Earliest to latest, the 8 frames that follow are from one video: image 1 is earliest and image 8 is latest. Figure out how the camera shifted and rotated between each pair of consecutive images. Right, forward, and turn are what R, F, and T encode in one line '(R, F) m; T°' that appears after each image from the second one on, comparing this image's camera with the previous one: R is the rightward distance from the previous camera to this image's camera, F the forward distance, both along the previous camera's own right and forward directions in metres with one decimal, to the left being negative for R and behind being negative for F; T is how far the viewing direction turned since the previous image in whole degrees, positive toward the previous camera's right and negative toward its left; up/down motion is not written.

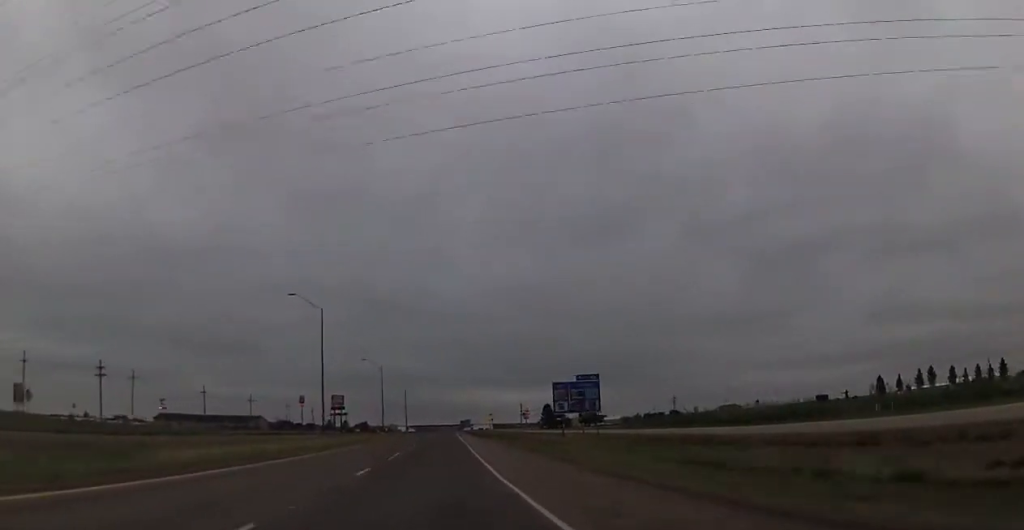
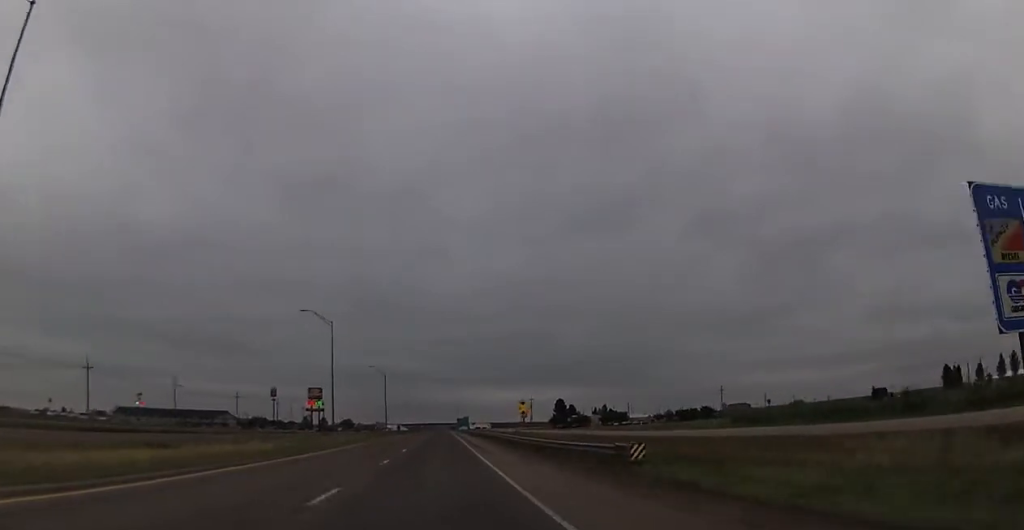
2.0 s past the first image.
(+1.1, +54.1) m; +2°
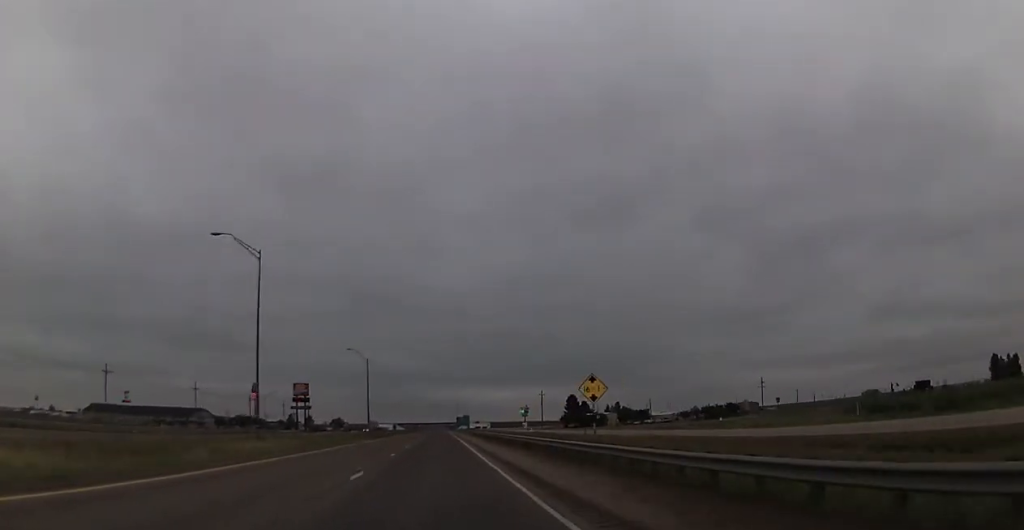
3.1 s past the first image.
(-0.1, +31.6) m; 0°
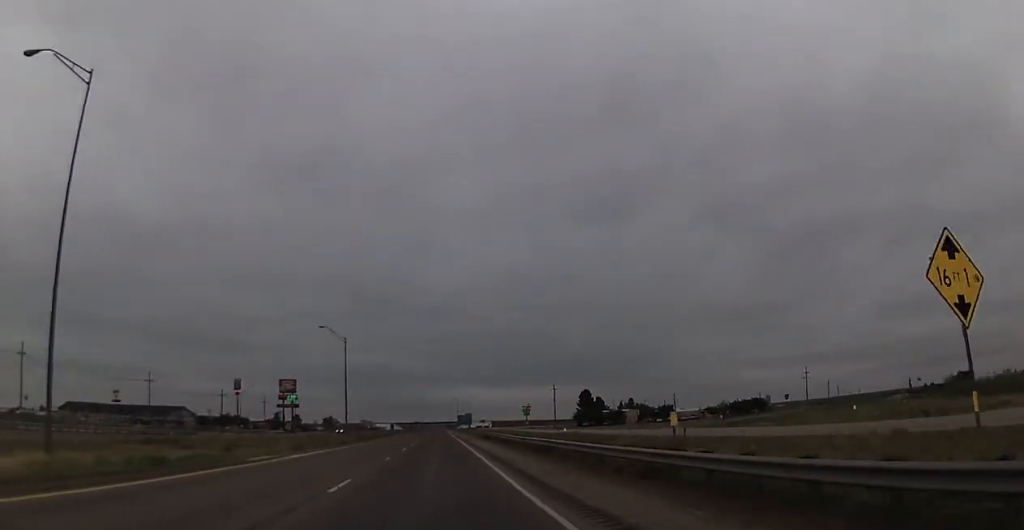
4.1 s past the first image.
(0.0, +26.3) m; 0°
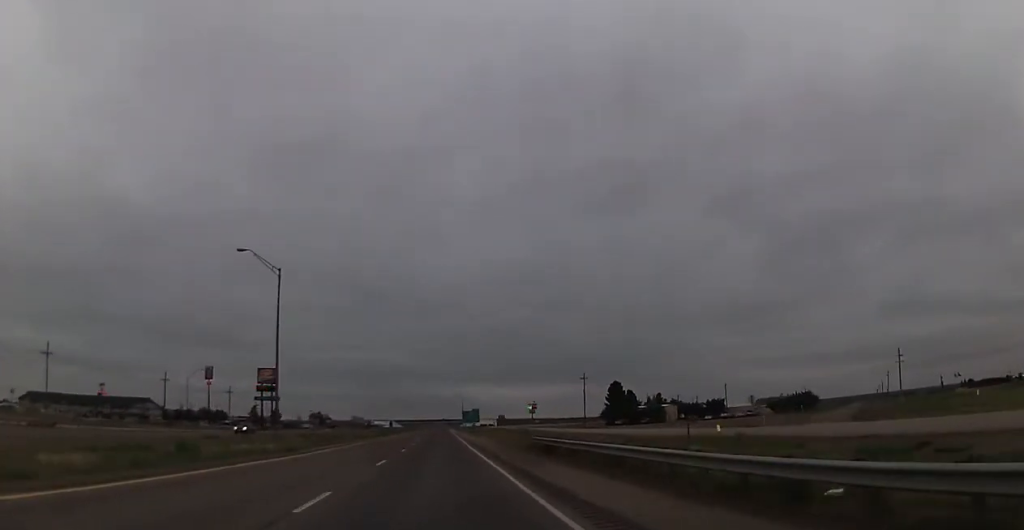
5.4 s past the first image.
(0.0, +39.0) m; 0°
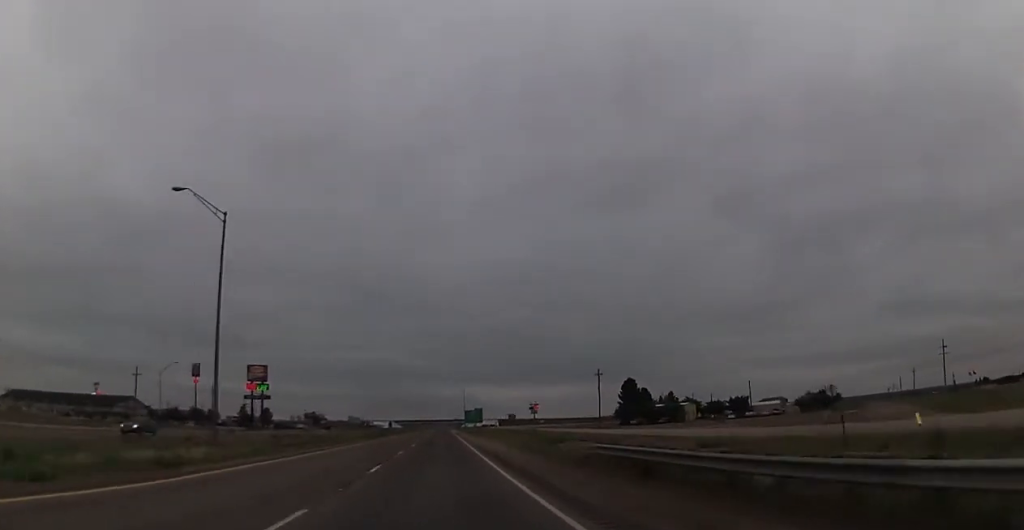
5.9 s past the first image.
(0.0, +14.5) m; 0°
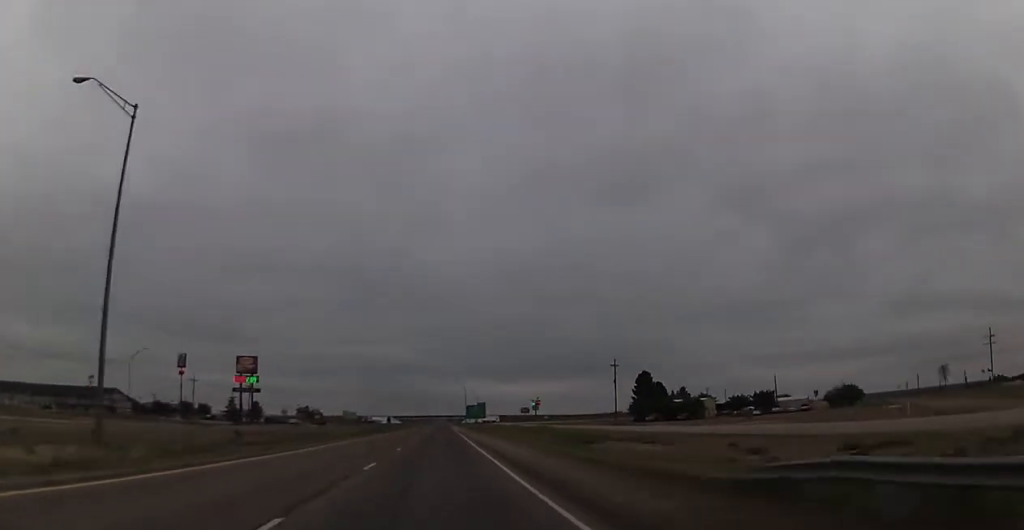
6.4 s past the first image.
(0.0, +13.6) m; 0°
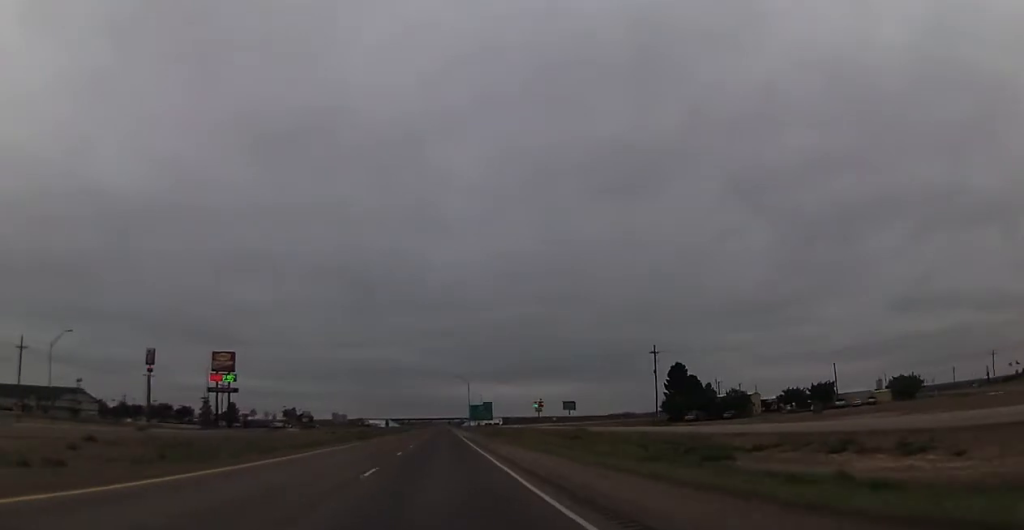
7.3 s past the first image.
(0.0, +25.5) m; 0°
